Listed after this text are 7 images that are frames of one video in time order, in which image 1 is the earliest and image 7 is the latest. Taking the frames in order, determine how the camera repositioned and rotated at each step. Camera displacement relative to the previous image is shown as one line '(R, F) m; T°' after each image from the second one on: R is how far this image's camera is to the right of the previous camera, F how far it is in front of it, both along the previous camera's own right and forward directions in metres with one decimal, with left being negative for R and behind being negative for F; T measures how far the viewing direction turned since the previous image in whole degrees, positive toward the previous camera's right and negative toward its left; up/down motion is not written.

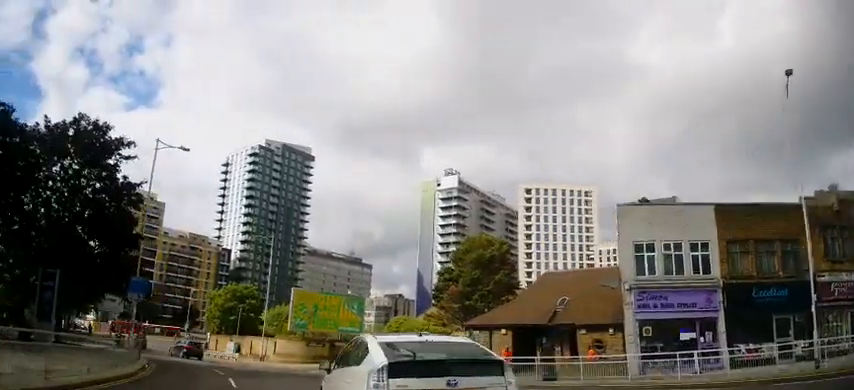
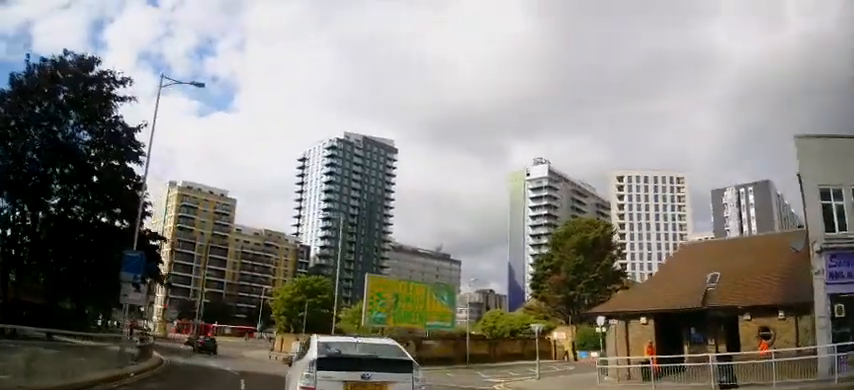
(-0.5, +6.7) m; -8°
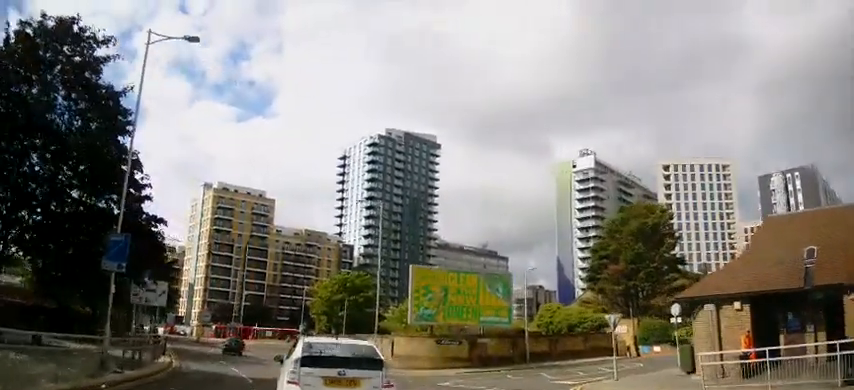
(-0.2, +3.7) m; -4°
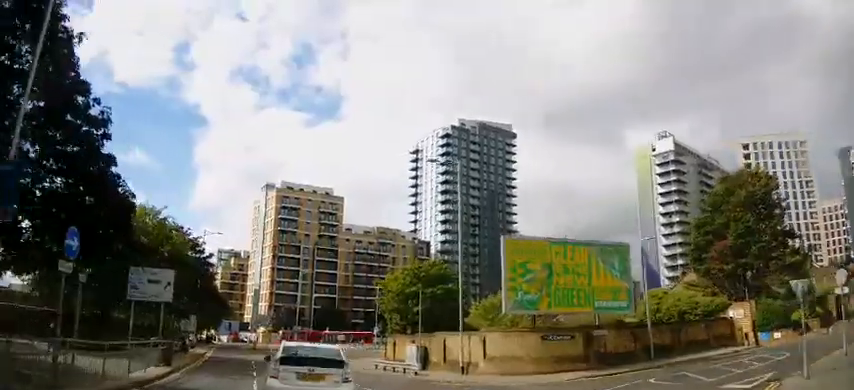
(-0.5, +7.3) m; -10°
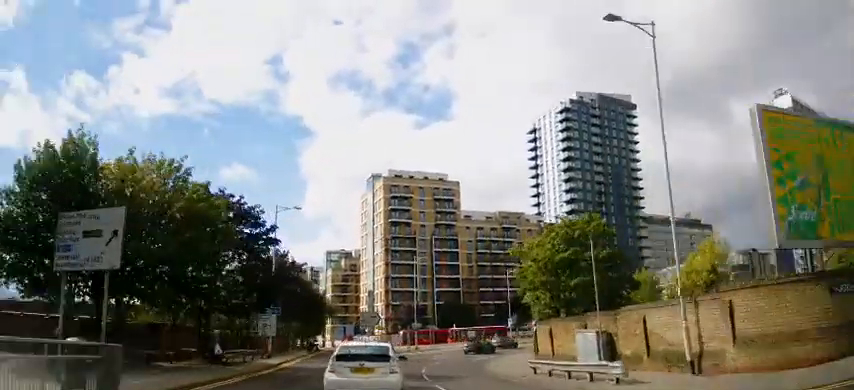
(-1.8, +11.5) m; -13°
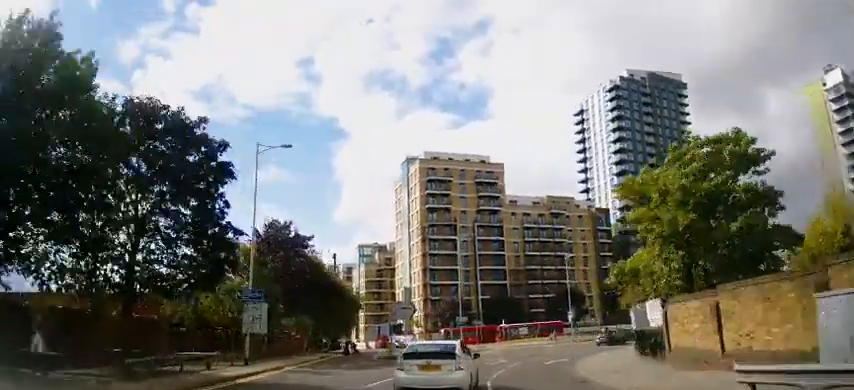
(-0.4, +11.6) m; 0°
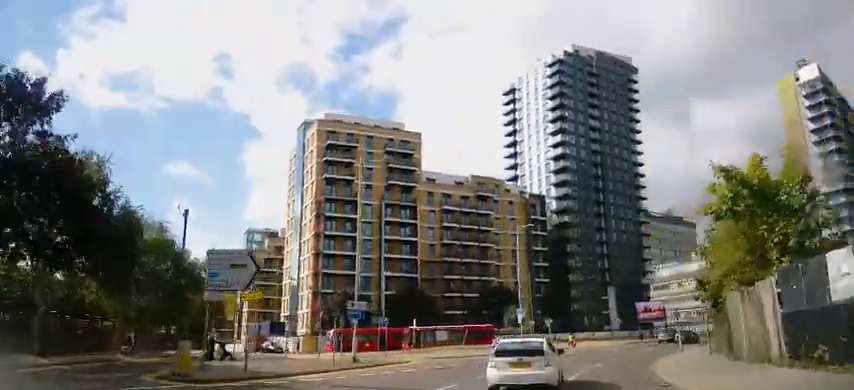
(+1.5, +20.2) m; +12°
